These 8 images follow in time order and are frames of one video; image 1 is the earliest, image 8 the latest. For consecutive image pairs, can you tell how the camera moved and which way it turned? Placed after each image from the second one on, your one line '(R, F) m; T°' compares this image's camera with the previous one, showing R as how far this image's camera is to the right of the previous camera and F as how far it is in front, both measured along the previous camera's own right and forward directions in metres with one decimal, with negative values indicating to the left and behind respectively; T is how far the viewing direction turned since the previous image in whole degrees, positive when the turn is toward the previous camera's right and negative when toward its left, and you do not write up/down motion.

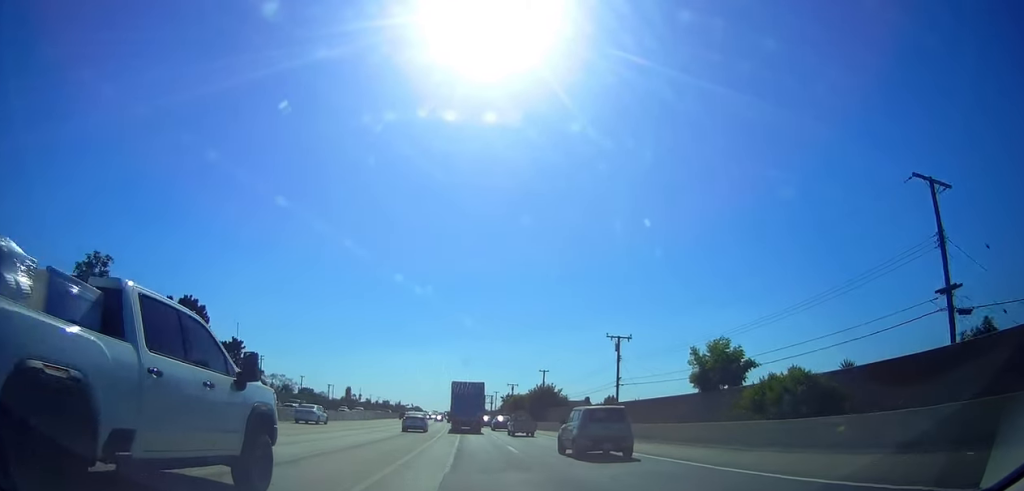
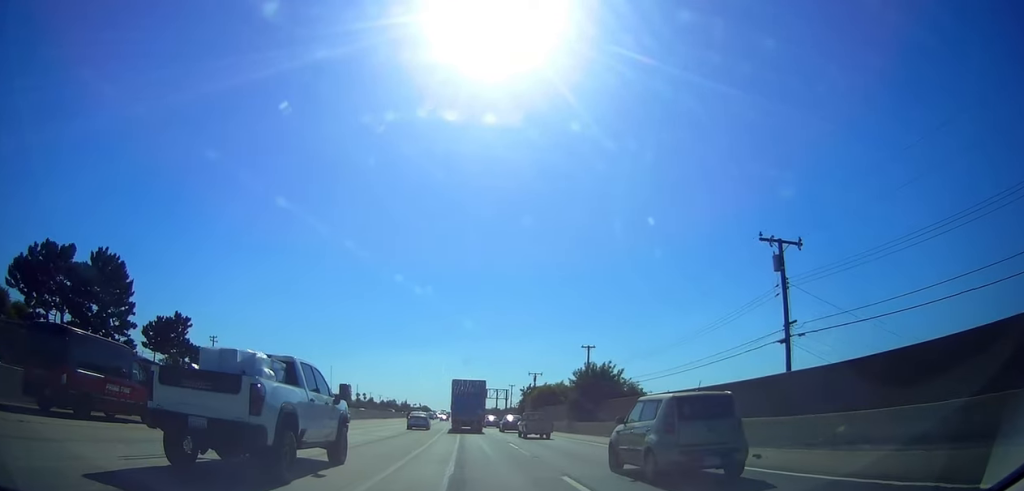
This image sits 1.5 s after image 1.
(-1.2, +26.7) m; -2°
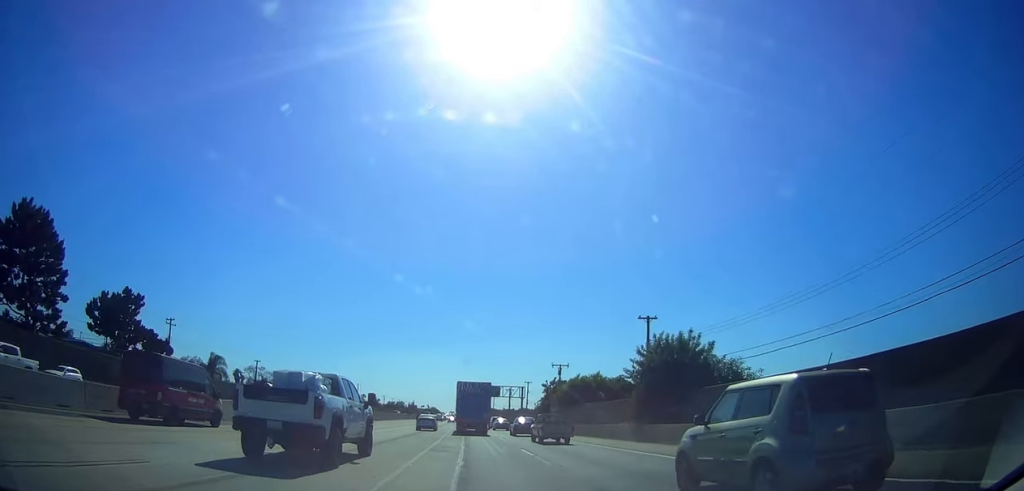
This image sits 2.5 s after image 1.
(+0.8, +17.8) m; 0°
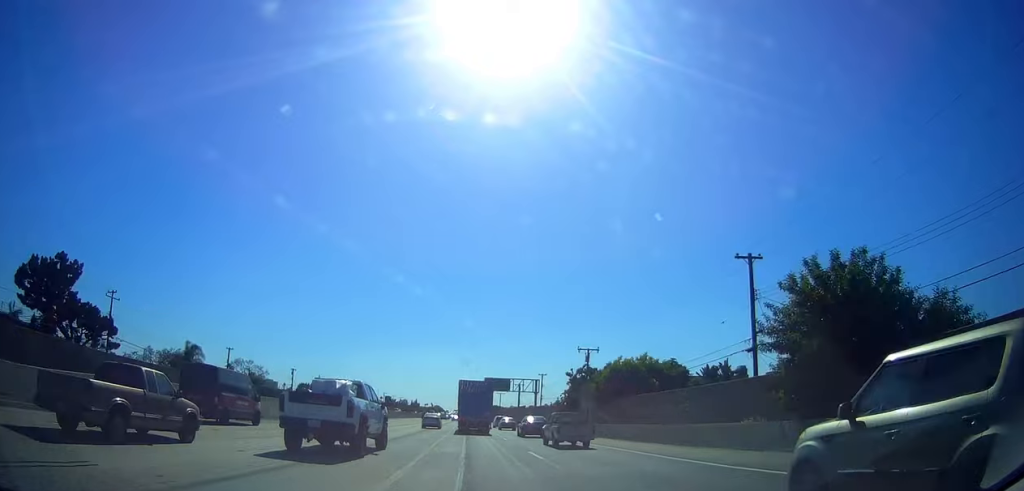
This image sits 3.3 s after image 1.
(-0.6, +16.1) m; -2°
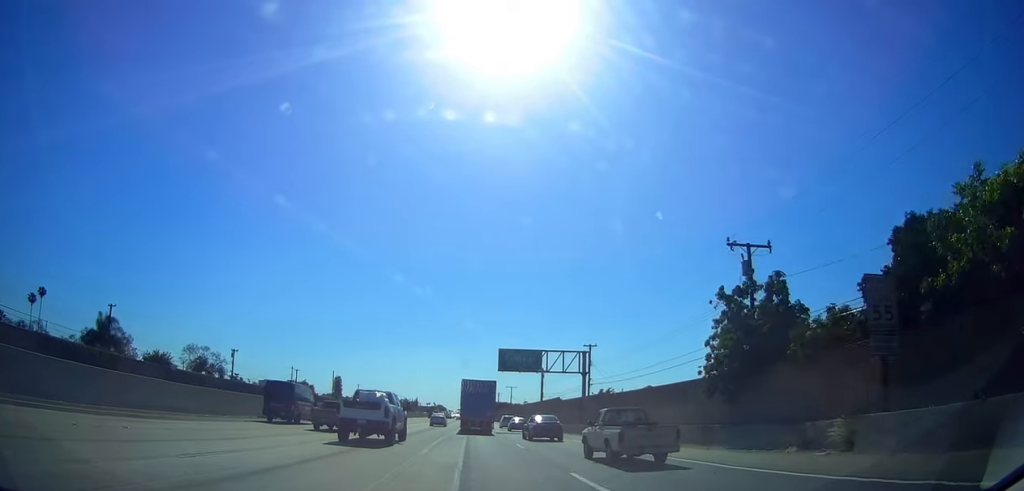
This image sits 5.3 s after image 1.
(-0.4, +37.1) m; -1°
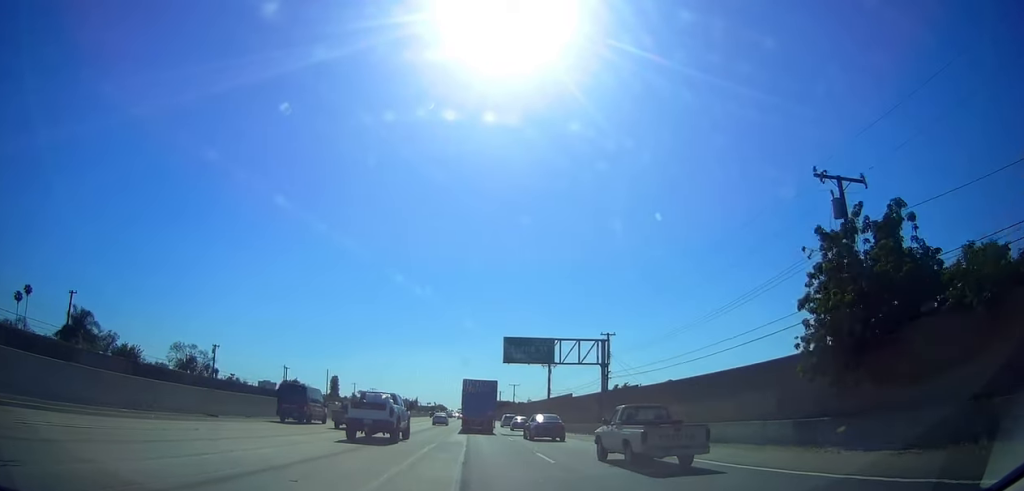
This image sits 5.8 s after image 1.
(0.0, +8.0) m; 0°
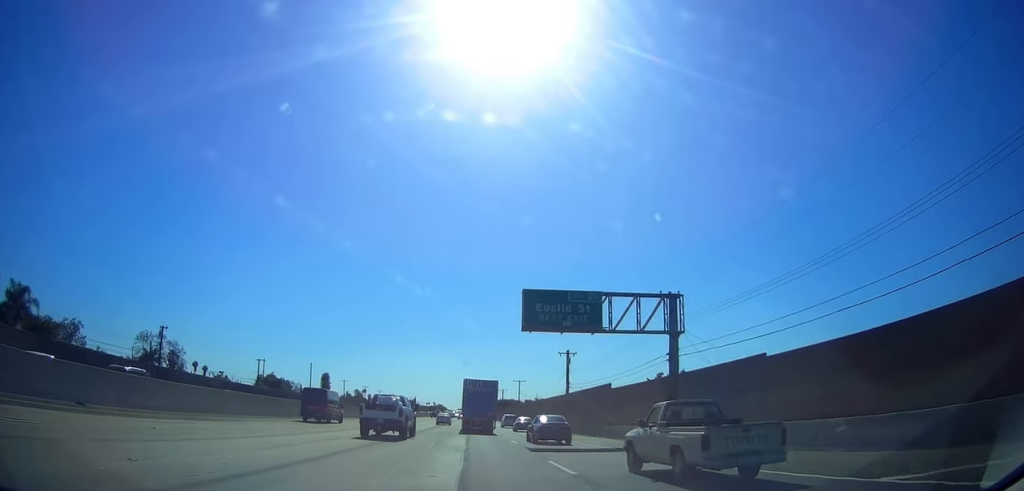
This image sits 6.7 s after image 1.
(0.0, +17.3) m; 0°
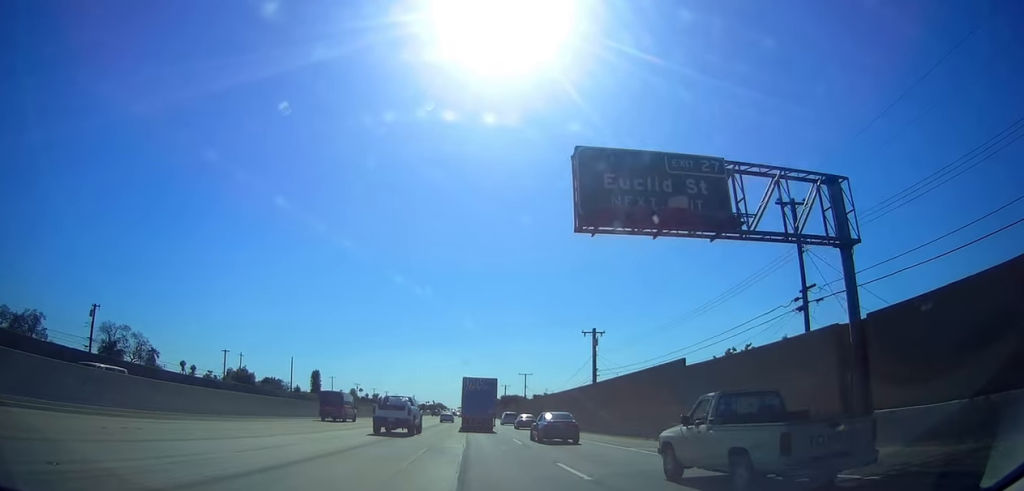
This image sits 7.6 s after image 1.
(0.0, +16.0) m; 0°
